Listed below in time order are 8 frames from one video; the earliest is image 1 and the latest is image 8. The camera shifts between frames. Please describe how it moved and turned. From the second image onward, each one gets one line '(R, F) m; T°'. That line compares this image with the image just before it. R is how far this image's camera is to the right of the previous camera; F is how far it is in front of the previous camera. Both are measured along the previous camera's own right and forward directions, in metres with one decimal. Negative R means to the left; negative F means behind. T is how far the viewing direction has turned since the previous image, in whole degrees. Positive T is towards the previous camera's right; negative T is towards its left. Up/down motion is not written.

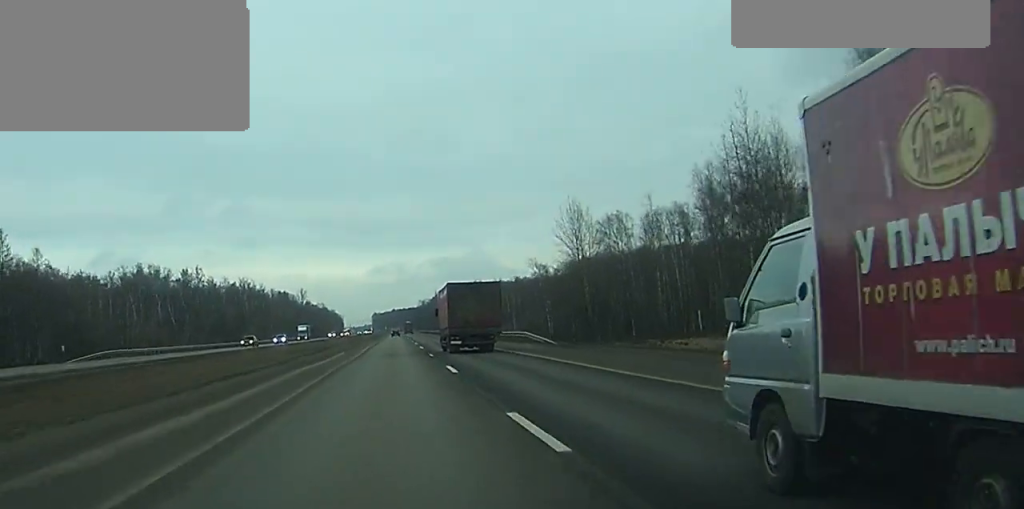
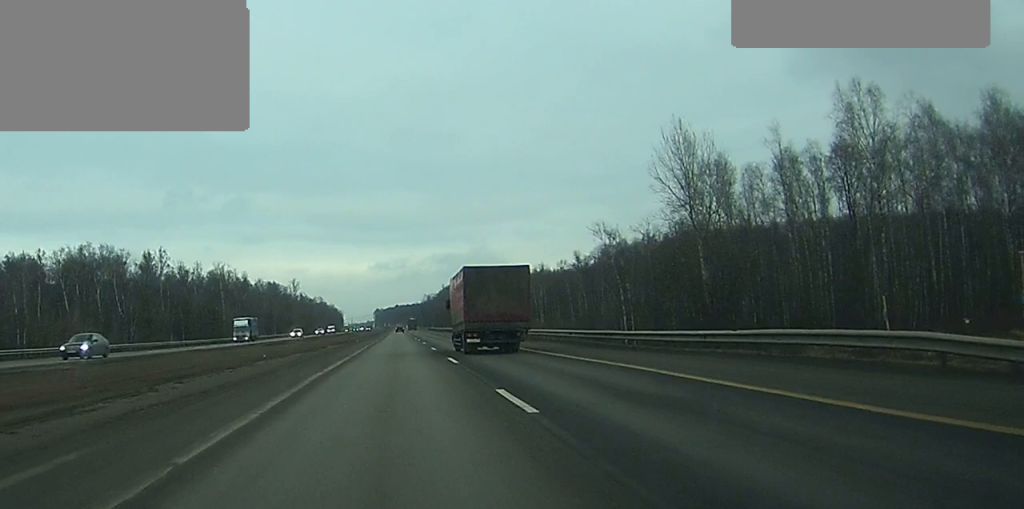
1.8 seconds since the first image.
(0.0, +51.8) m; 0°
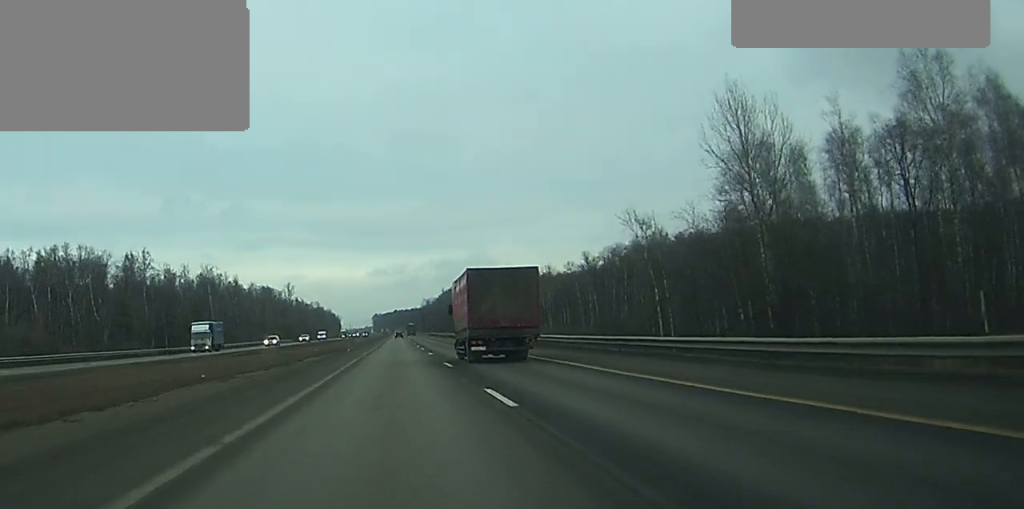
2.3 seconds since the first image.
(0.0, +16.3) m; 0°
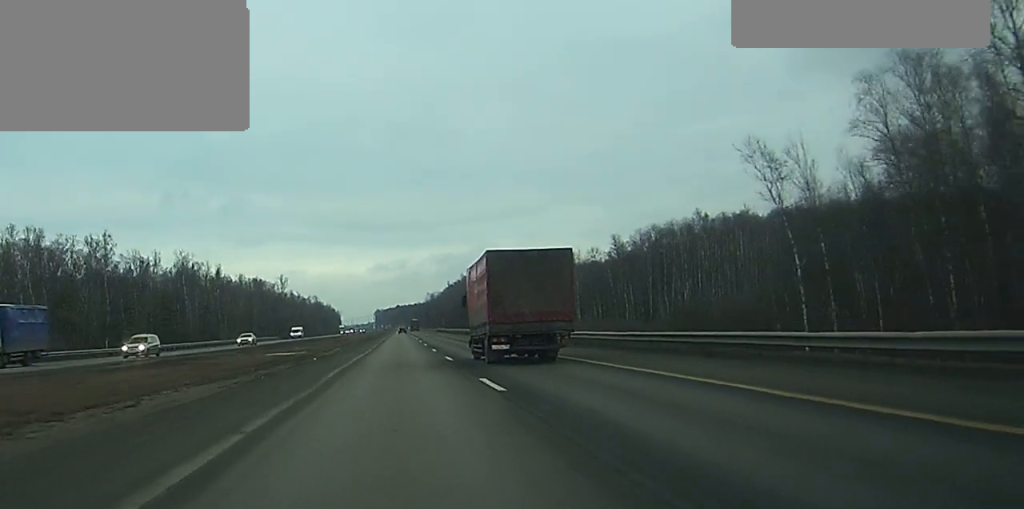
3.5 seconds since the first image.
(-0.1, +33.7) m; 0°
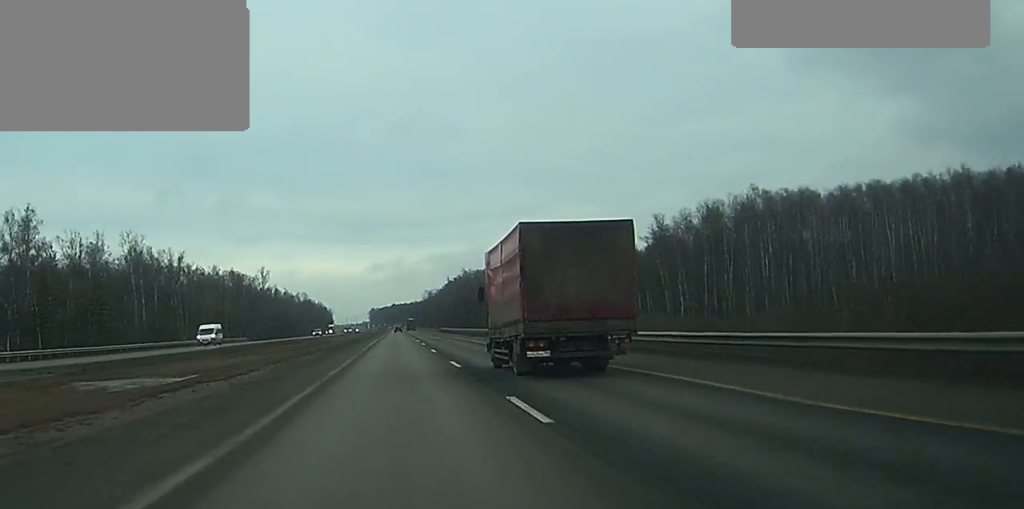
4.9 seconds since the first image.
(+0.1, +38.3) m; 0°
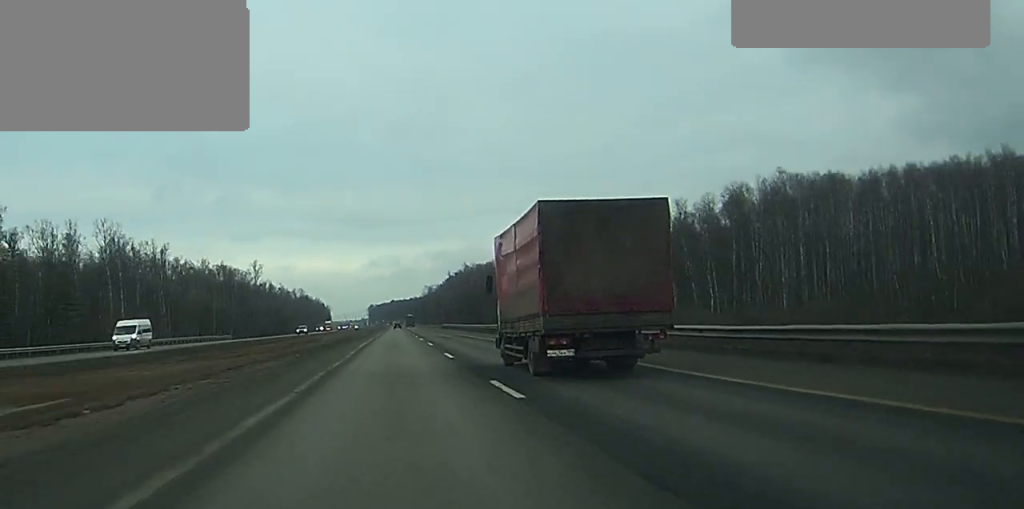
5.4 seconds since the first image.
(0.0, +13.8) m; 0°
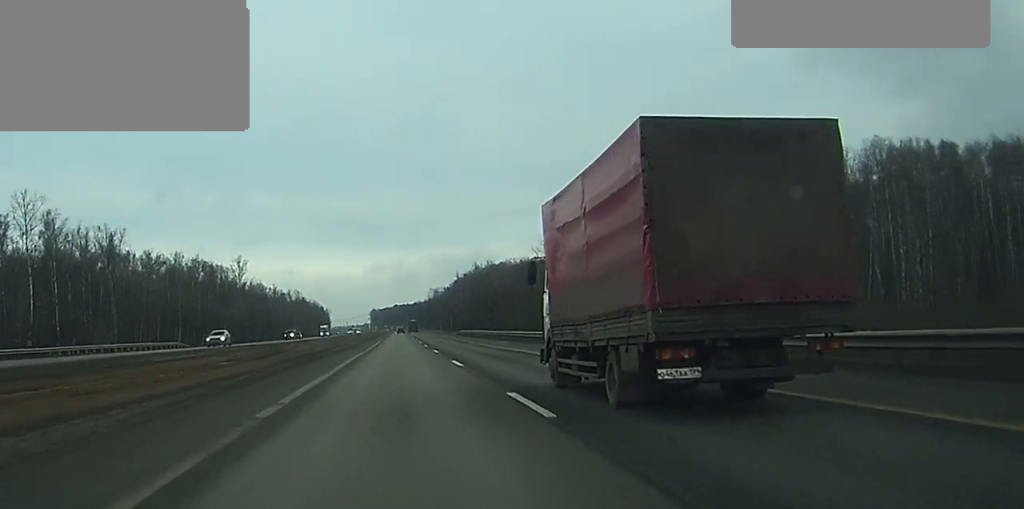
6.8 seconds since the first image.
(0.0, +34.1) m; 0°
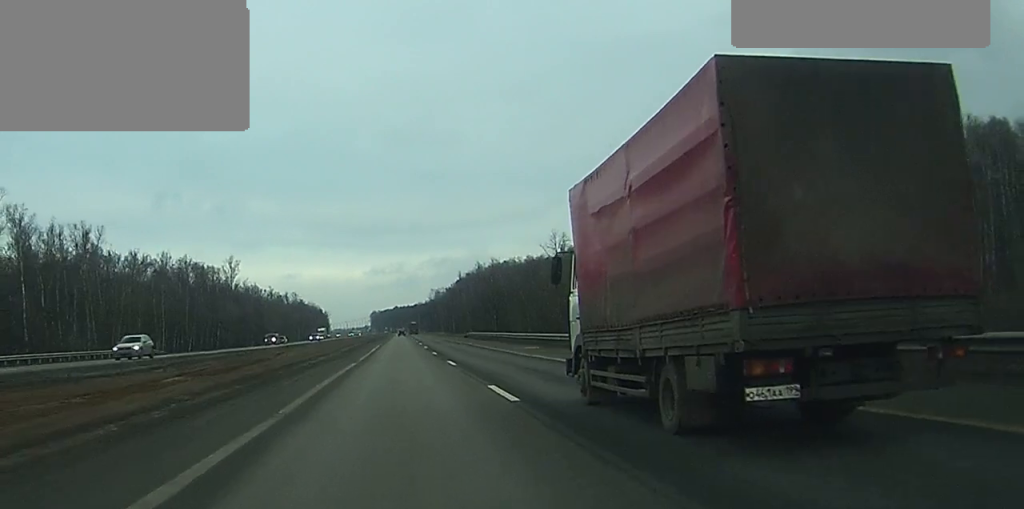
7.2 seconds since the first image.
(-0.1, +12.0) m; 0°
